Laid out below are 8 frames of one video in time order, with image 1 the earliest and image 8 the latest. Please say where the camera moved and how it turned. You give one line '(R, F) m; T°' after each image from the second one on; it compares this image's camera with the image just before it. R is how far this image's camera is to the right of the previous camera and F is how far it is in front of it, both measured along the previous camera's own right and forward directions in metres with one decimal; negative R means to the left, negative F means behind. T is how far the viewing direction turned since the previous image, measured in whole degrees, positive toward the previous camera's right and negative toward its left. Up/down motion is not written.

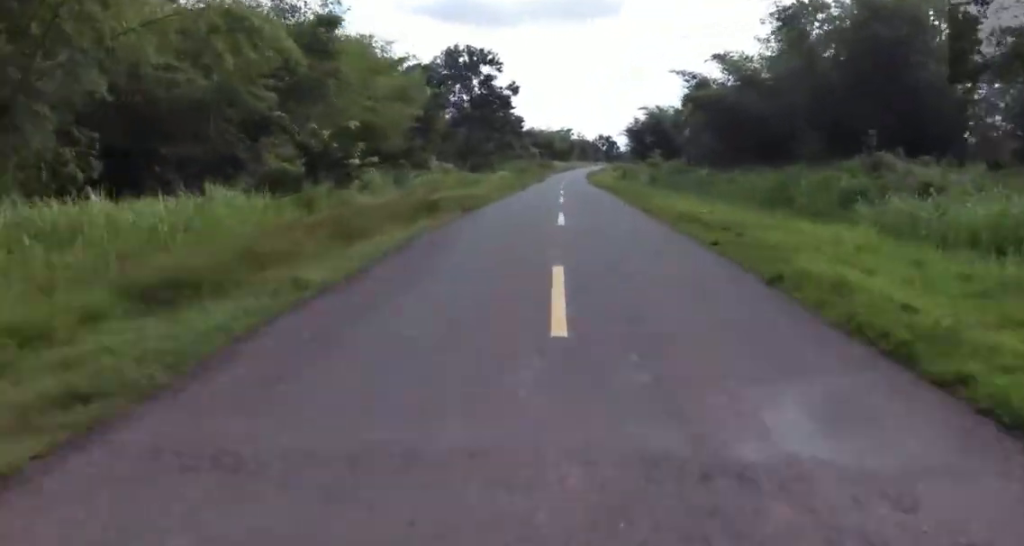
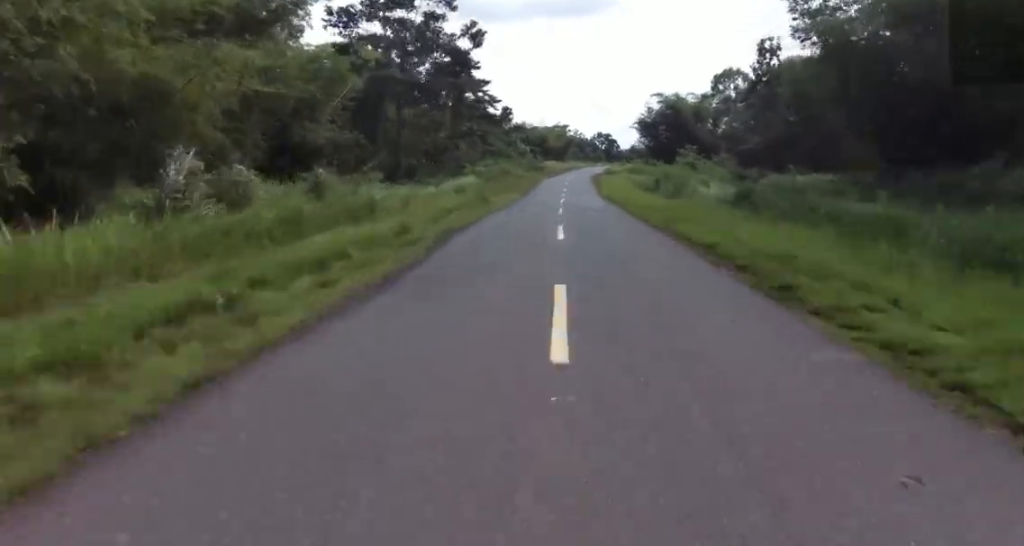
(+1.1, +24.5) m; 0°
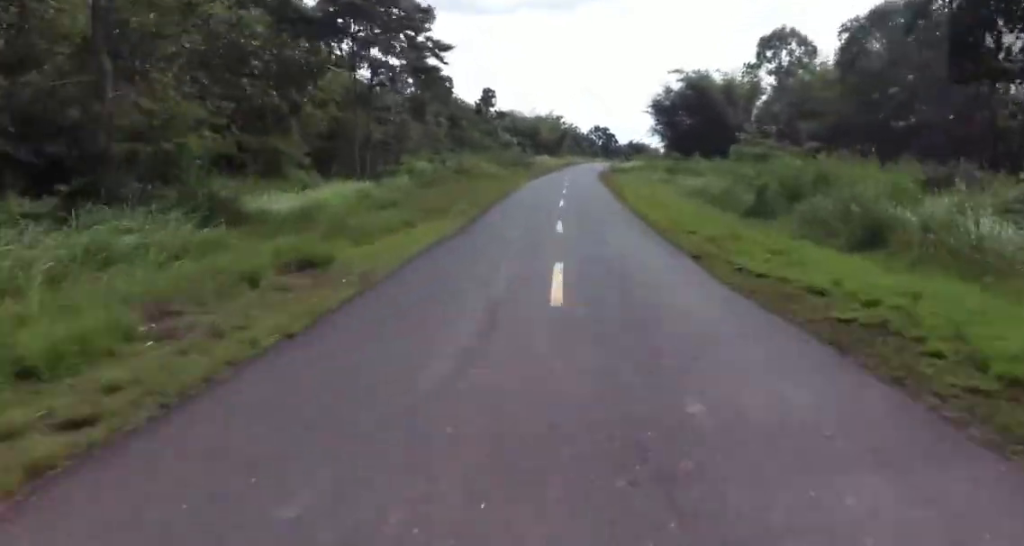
(-1.0, +22.9) m; -4°
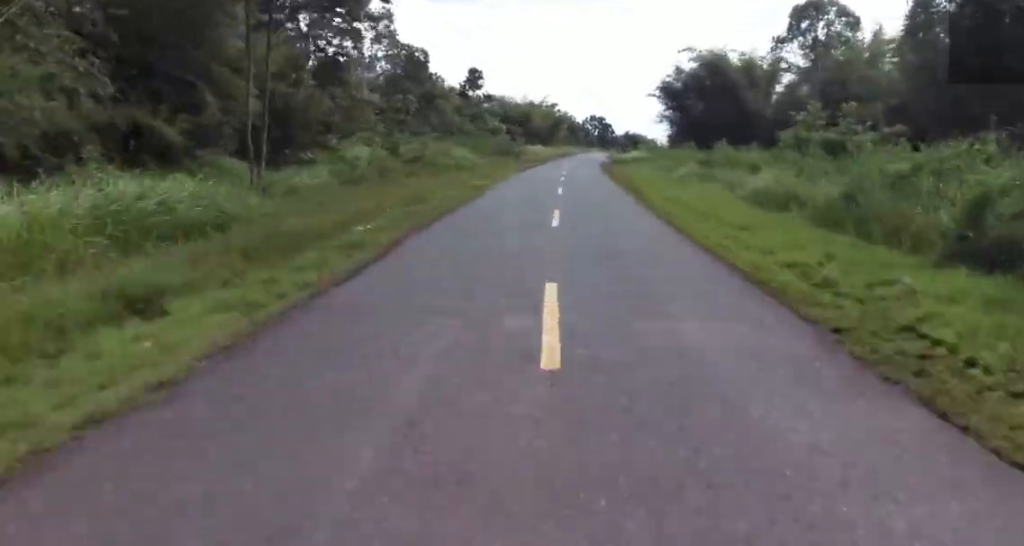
(-0.1, +9.6) m; +1°
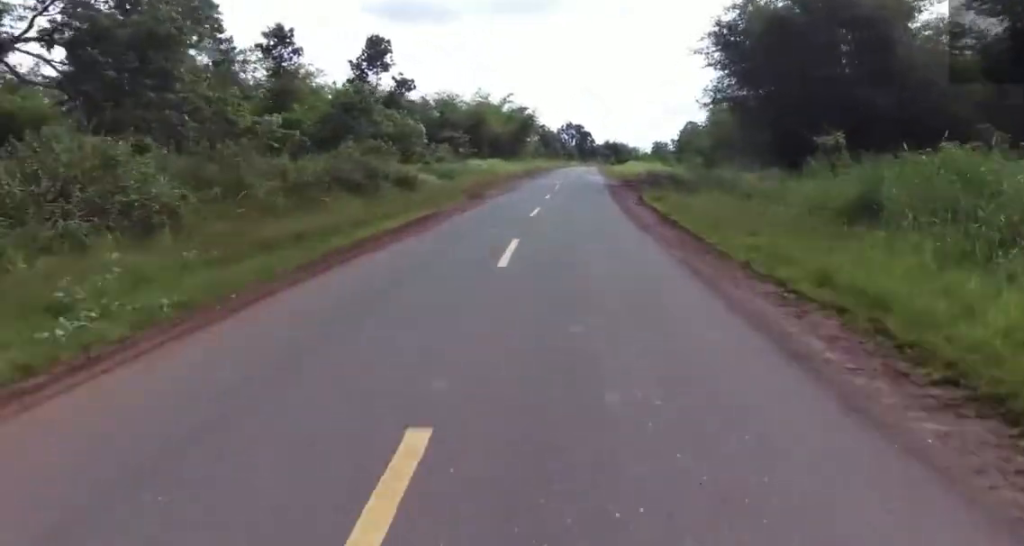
(+1.1, +32.0) m; +8°
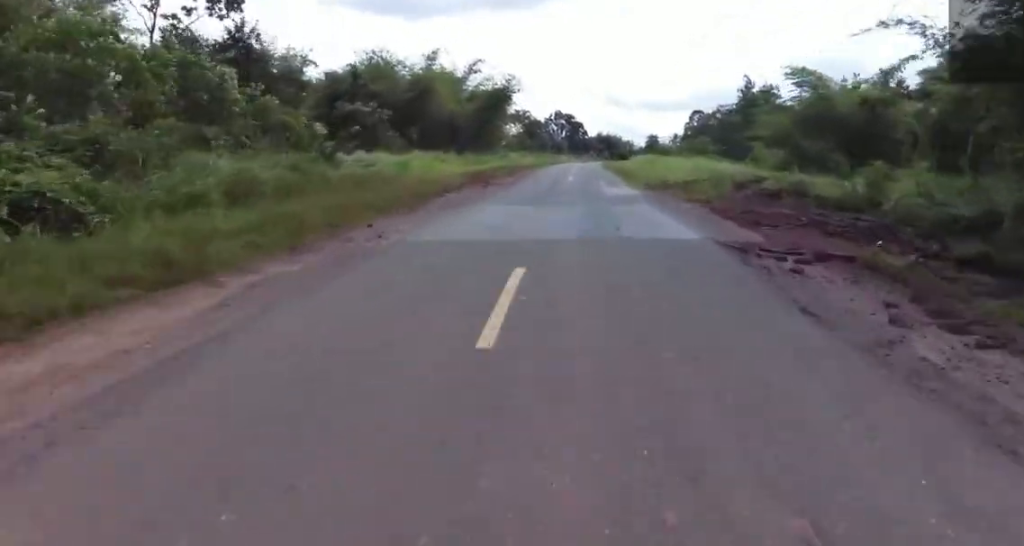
(+0.8, +22.9) m; -2°
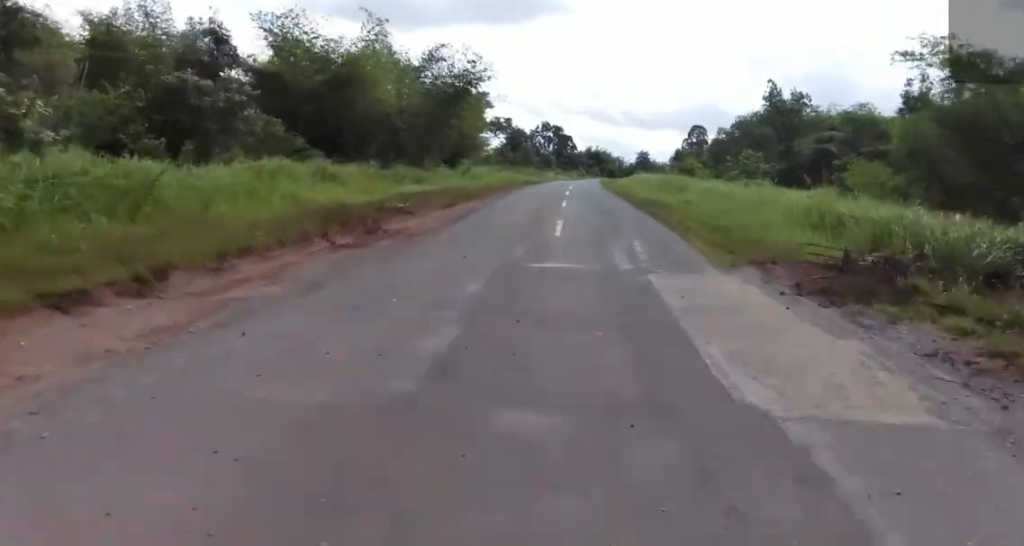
(-0.8, +15.9) m; -1°
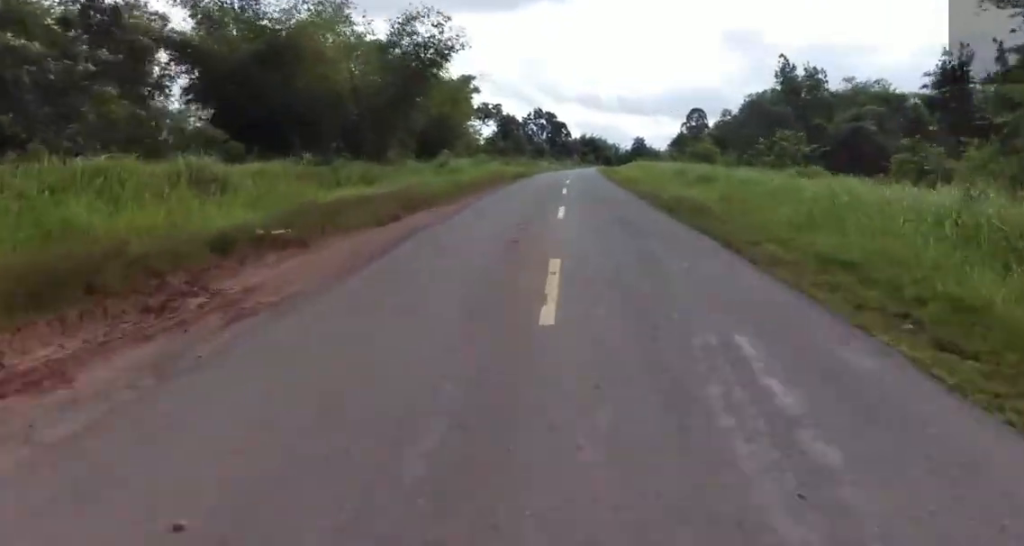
(-0.1, +7.5) m; +2°
